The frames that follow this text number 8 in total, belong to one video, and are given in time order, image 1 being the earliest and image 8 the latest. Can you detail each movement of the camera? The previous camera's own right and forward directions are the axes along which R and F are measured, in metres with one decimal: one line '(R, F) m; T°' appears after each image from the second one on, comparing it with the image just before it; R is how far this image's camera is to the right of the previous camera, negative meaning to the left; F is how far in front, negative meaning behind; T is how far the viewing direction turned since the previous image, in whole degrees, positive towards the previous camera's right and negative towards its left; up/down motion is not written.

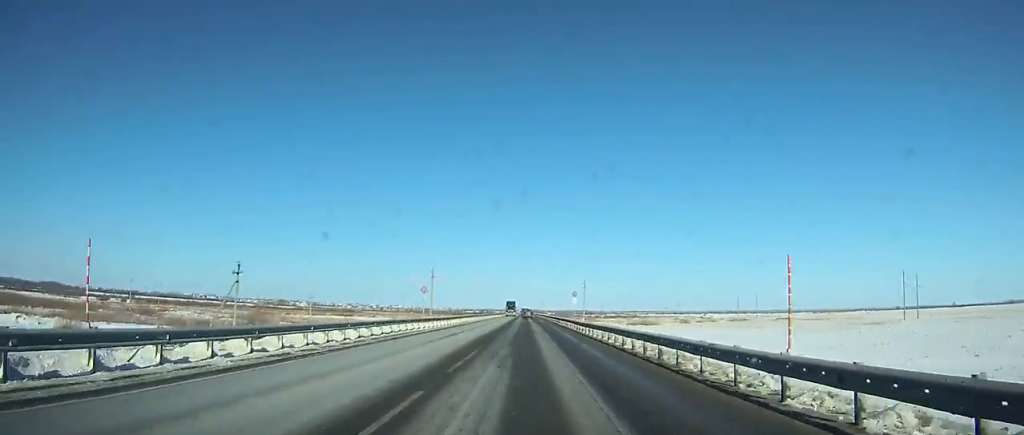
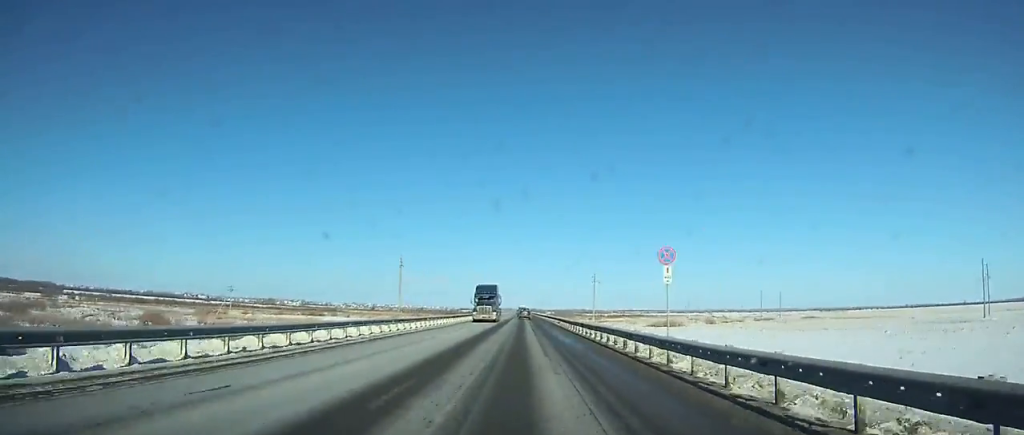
(0.0, +45.7) m; 0°
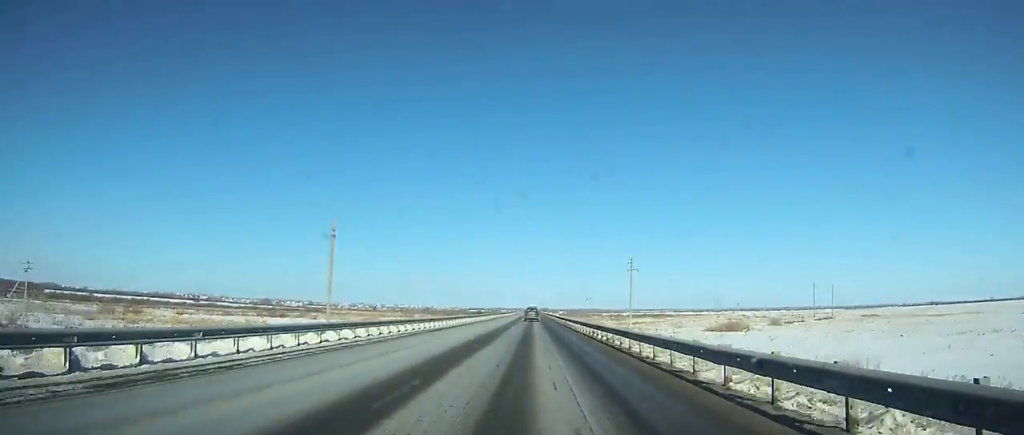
(-0.1, +59.7) m; 0°
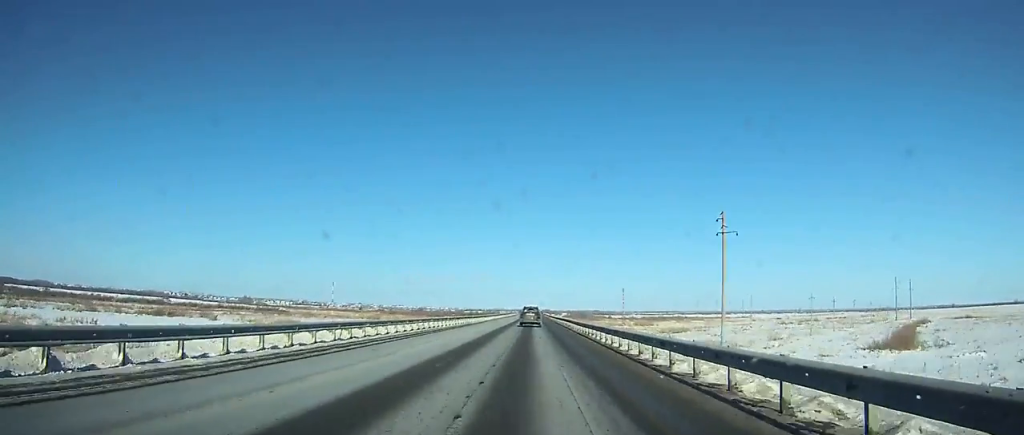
(-0.4, +75.6) m; 0°
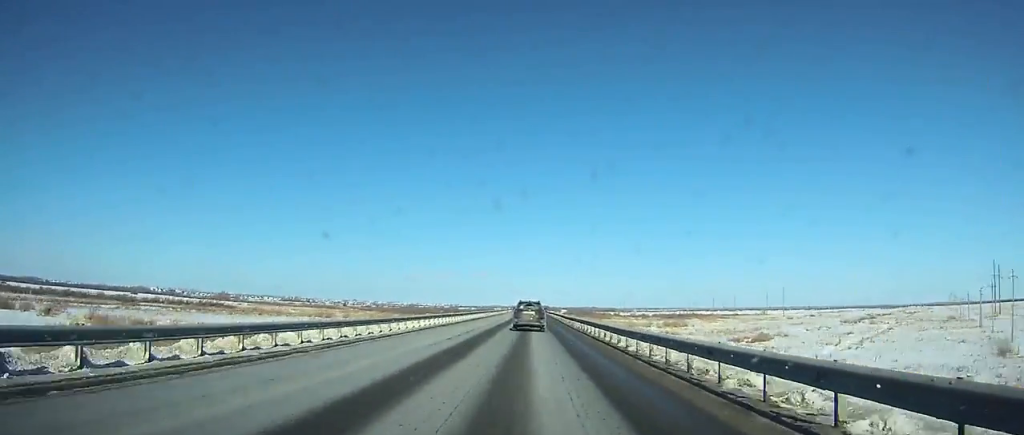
(-0.2, +59.9) m; 0°
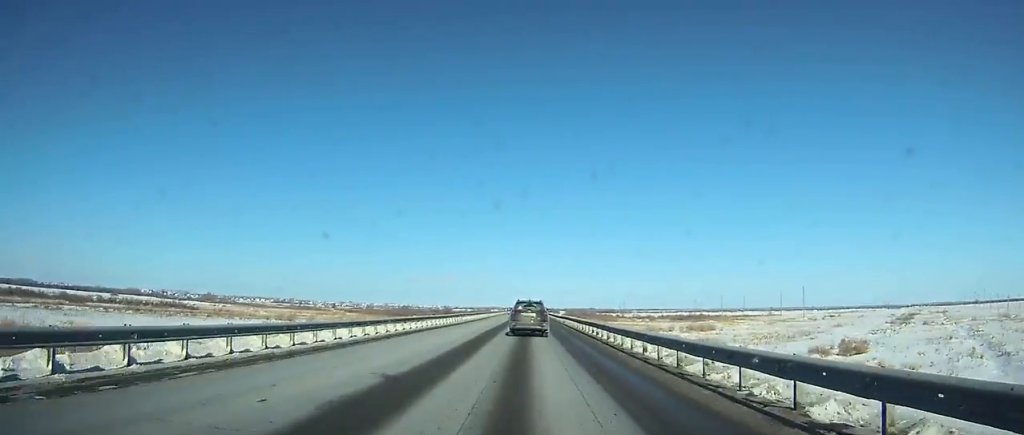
(+0.1, +33.0) m; 0°
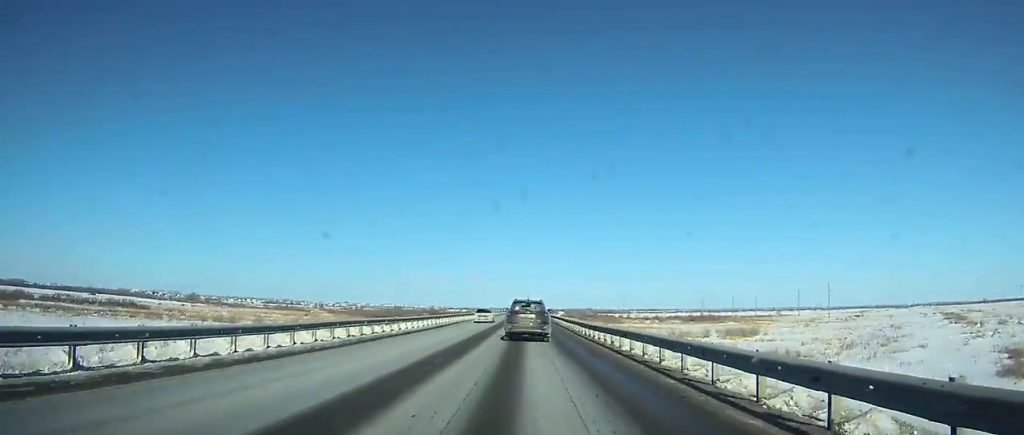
(+0.1, +36.3) m; 0°
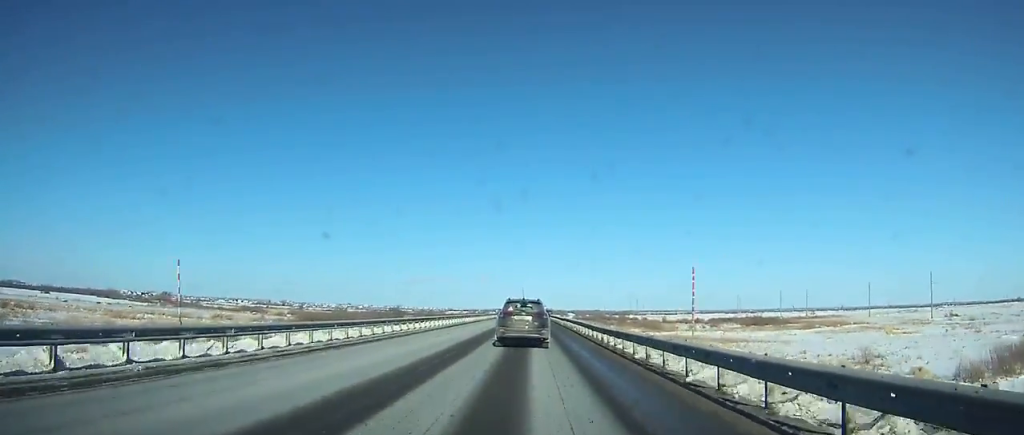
(0.0, +85.5) m; 0°
